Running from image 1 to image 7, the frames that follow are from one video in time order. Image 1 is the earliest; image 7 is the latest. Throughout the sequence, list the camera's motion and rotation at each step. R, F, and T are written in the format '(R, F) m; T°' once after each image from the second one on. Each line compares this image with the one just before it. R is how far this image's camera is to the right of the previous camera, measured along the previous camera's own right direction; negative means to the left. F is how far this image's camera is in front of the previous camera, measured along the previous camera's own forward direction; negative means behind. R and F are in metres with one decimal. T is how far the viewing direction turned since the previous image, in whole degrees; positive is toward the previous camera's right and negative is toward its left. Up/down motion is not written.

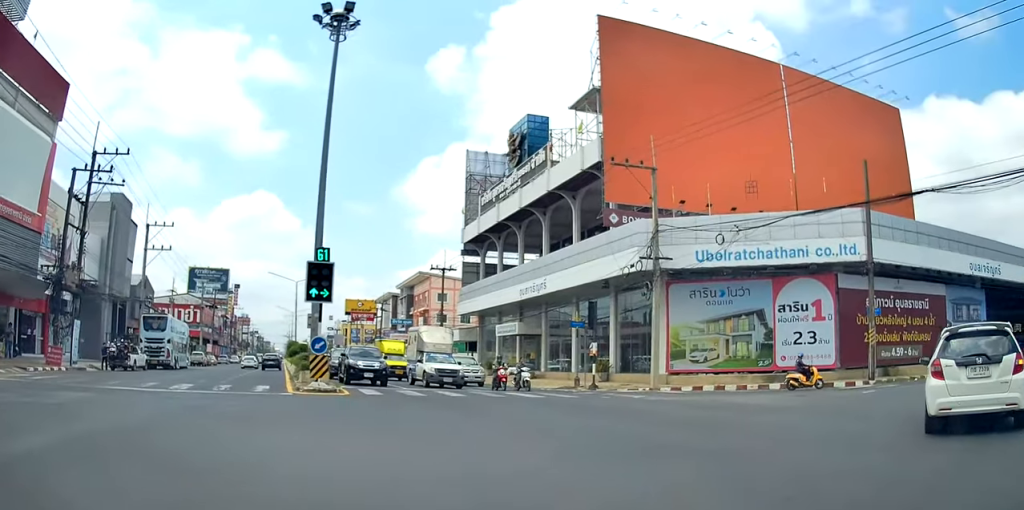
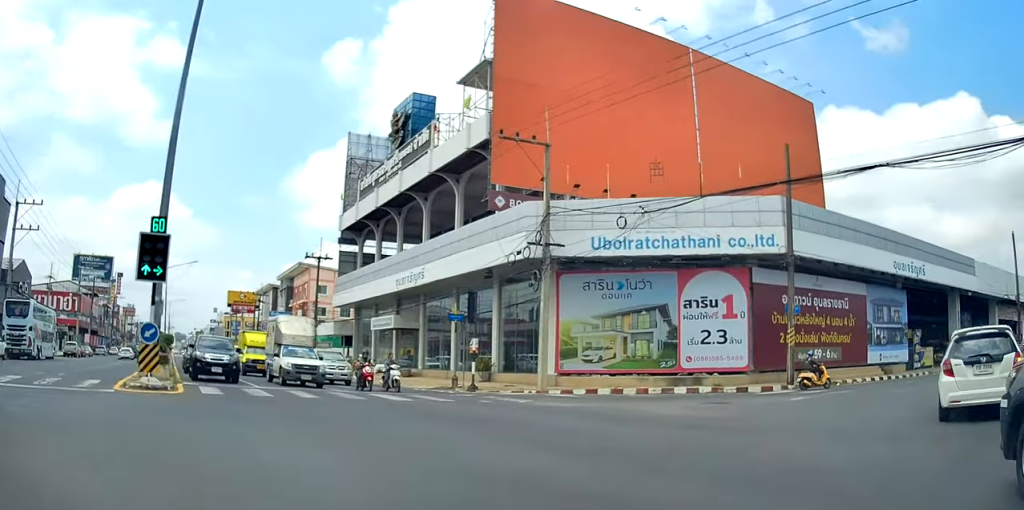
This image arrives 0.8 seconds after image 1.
(0.0, +3.8) m; +7°
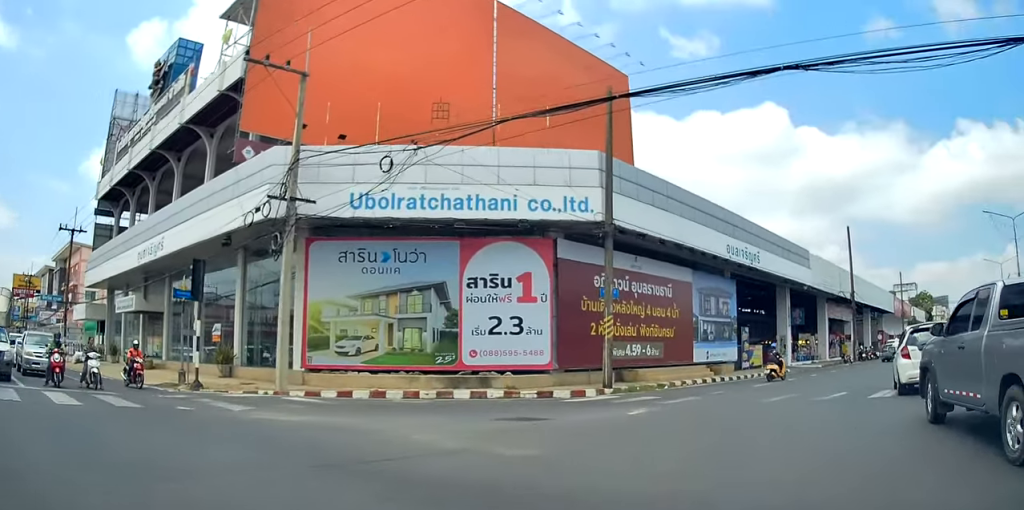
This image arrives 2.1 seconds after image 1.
(+0.9, +6.8) m; +10°
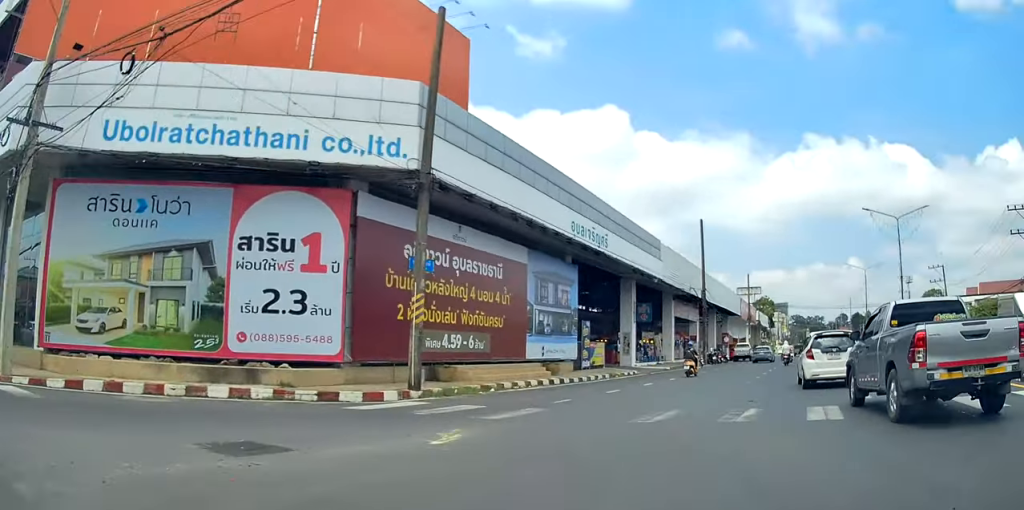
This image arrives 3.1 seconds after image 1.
(+0.1, +5.5) m; +10°
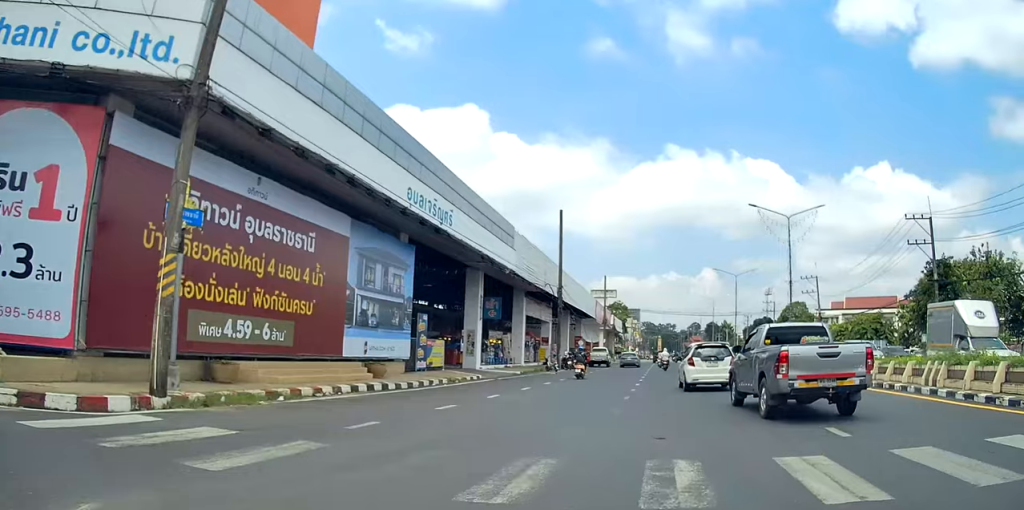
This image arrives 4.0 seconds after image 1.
(+0.7, +5.4) m; +12°
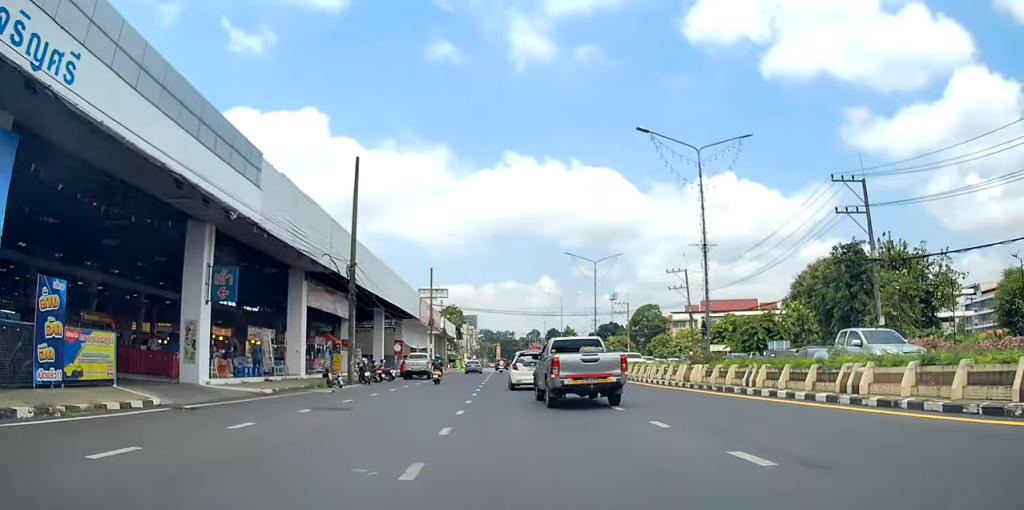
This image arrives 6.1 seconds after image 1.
(+4.0, +13.1) m; +26°
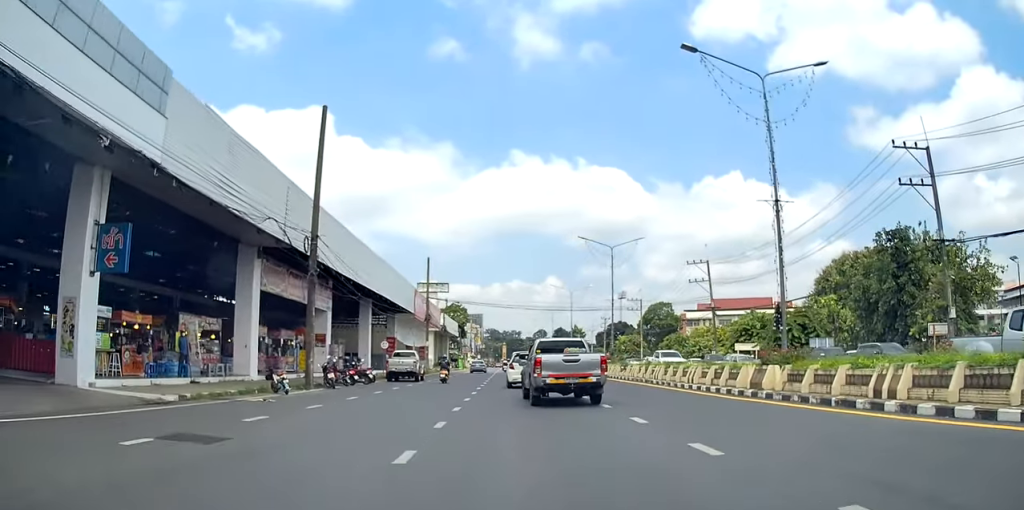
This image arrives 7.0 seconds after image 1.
(-0.1, +6.7) m; -1°
